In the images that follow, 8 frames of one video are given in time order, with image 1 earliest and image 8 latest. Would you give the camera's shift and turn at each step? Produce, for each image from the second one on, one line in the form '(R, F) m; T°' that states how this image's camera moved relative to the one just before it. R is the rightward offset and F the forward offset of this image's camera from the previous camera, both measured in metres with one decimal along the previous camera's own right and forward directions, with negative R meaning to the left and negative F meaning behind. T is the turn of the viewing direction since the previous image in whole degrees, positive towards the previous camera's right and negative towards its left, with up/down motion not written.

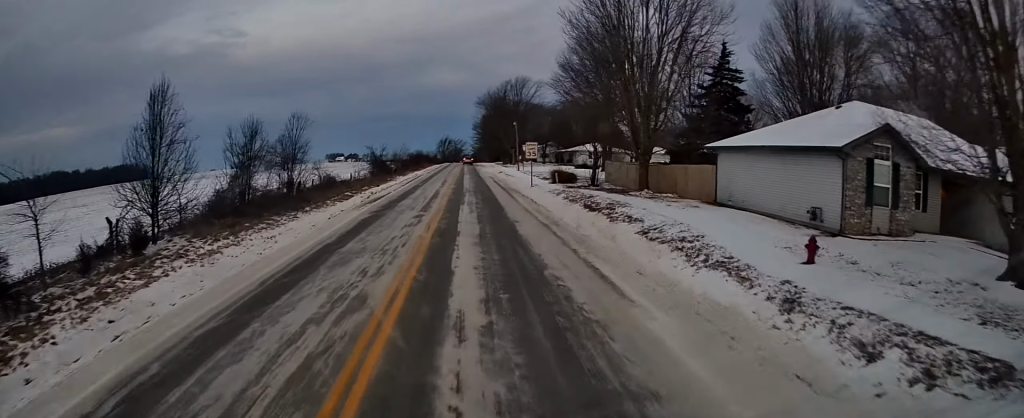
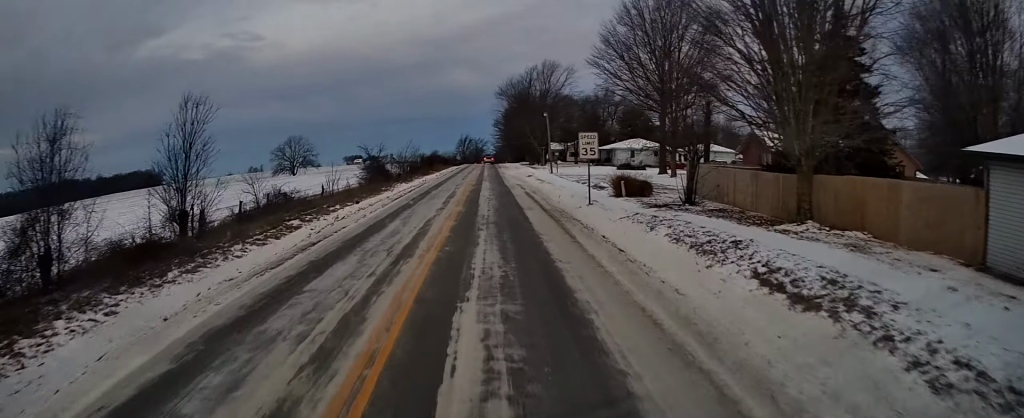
(0.0, +16.4) m; -1°
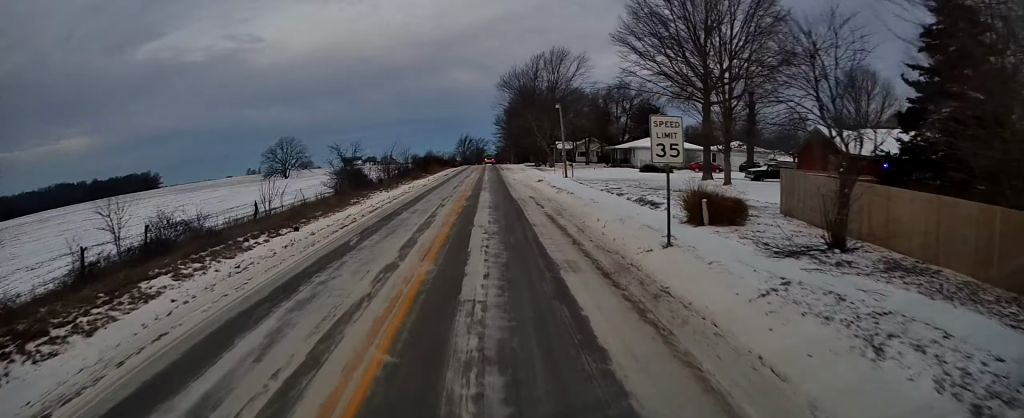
(-0.3, +11.7) m; 0°
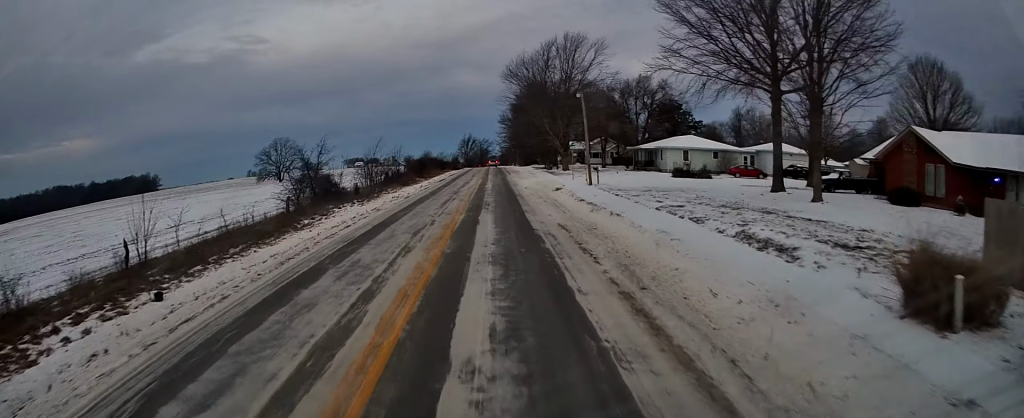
(+0.2, +11.1) m; -1°
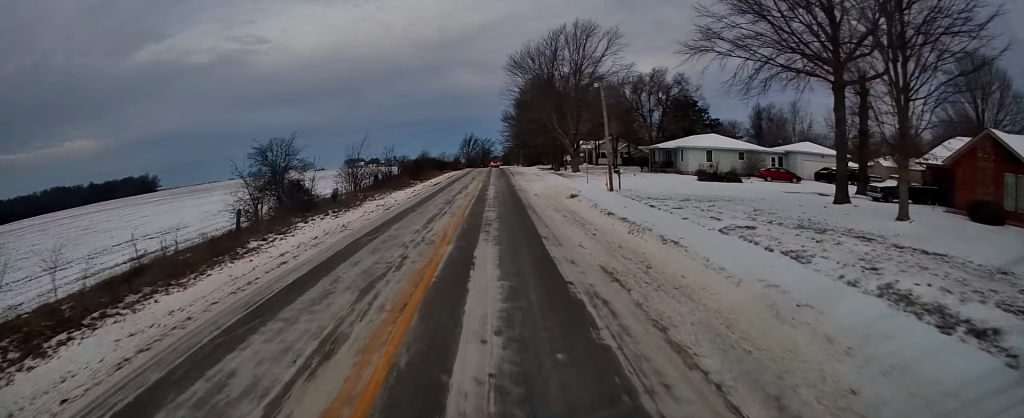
(-0.1, +6.8) m; -1°
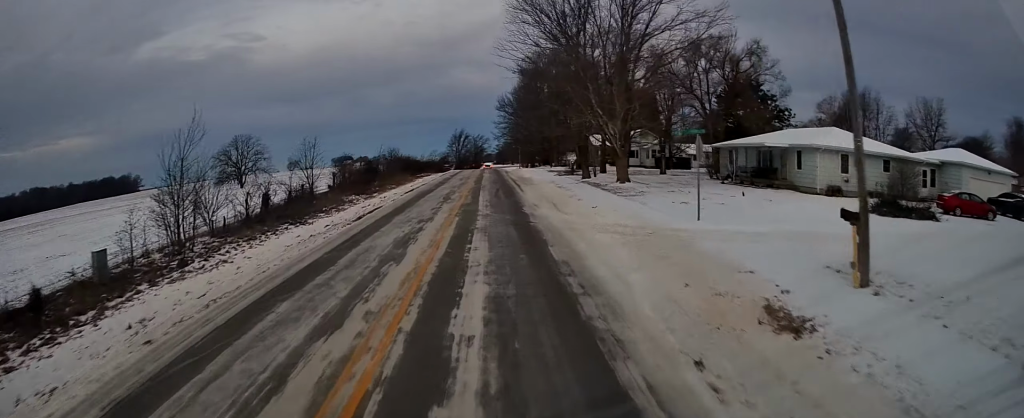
(-0.2, +26.1) m; +1°
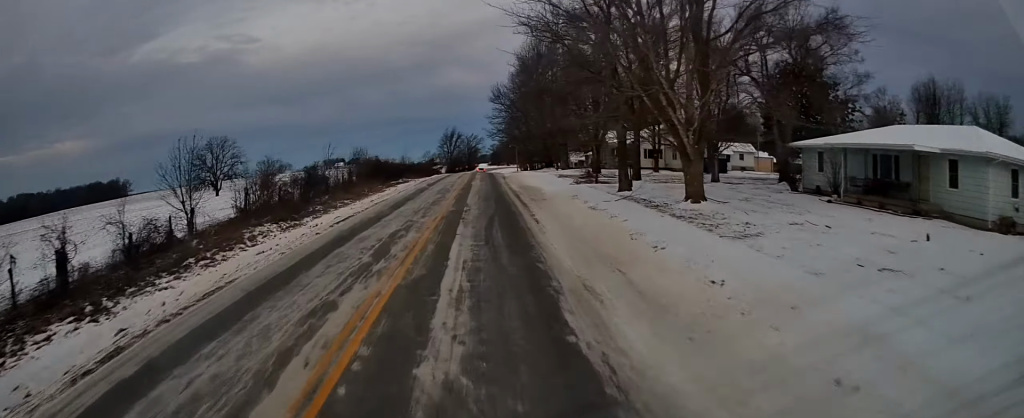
(+0.2, +15.3) m; +2°
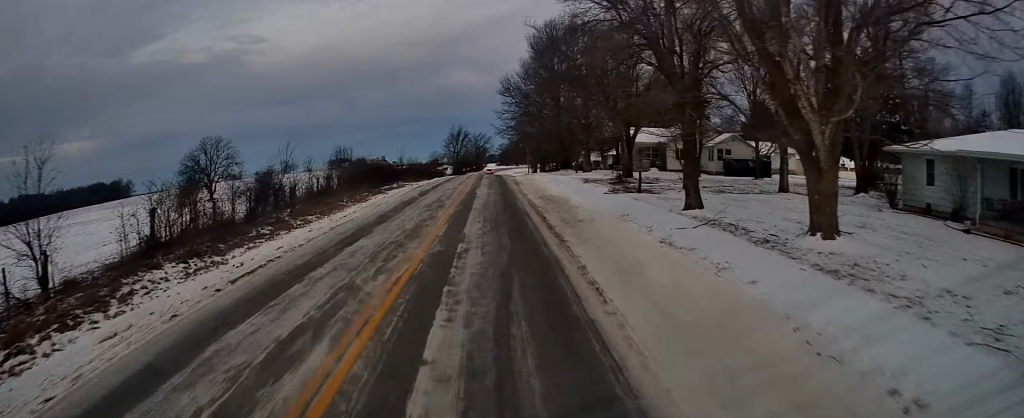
(+0.1, +9.3) m; +1°
